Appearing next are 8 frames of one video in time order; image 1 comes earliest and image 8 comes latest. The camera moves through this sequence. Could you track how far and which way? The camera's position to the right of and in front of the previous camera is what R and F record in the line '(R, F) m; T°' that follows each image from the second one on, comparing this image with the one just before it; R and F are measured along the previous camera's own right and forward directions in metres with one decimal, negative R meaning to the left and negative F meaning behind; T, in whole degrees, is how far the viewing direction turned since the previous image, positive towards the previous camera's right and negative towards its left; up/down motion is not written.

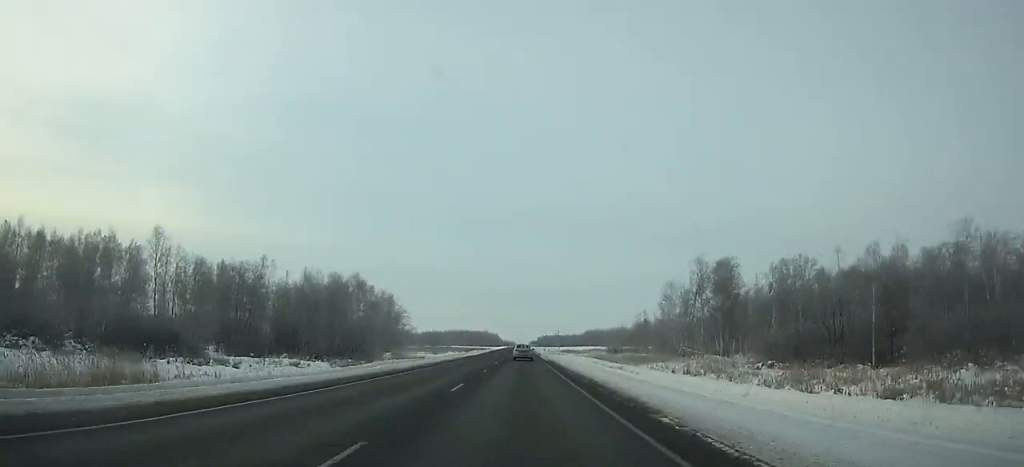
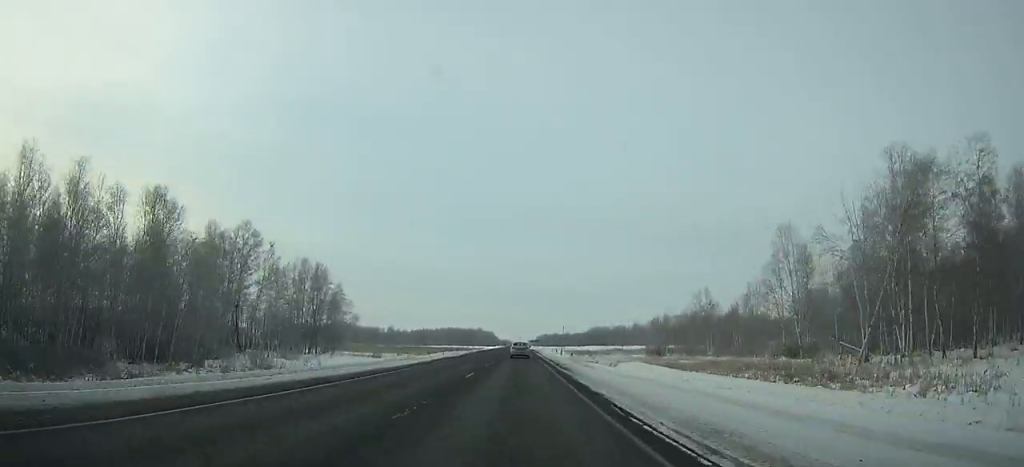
(0.0, +55.0) m; 0°
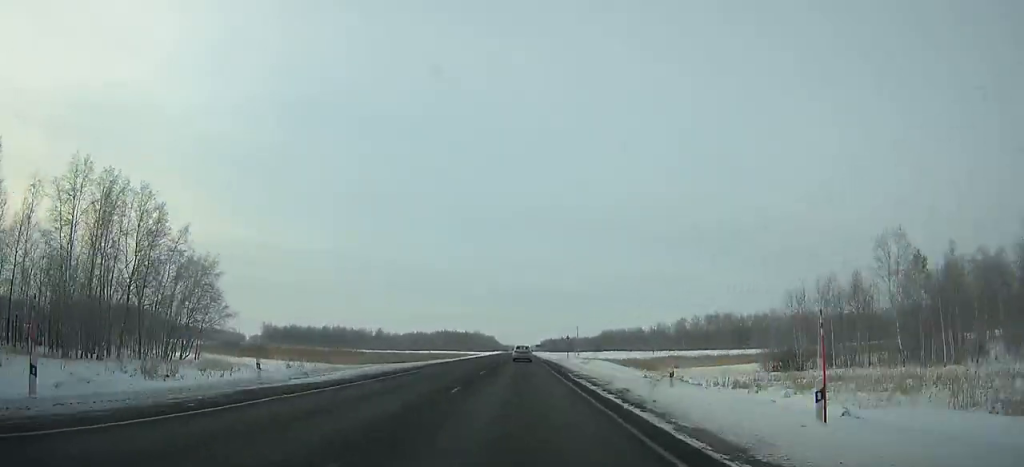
(0.0, +54.7) m; 0°
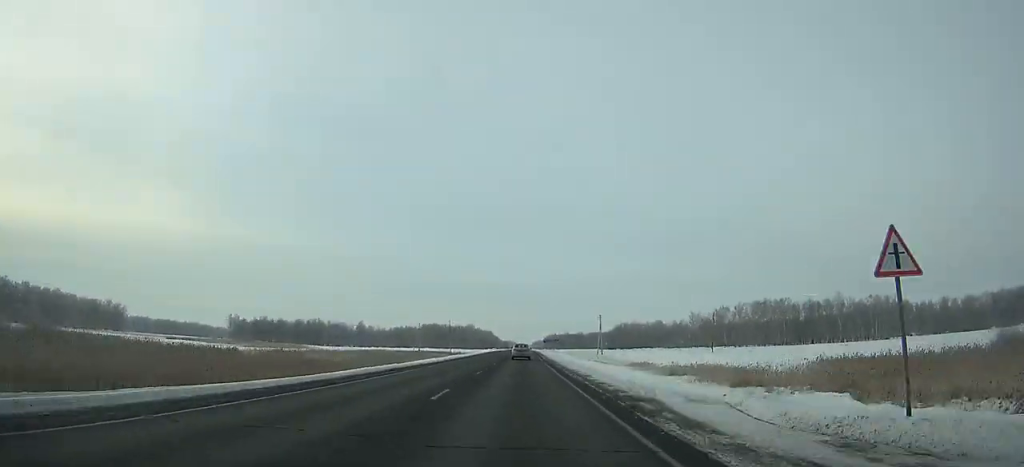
(0.0, +61.9) m; 0°
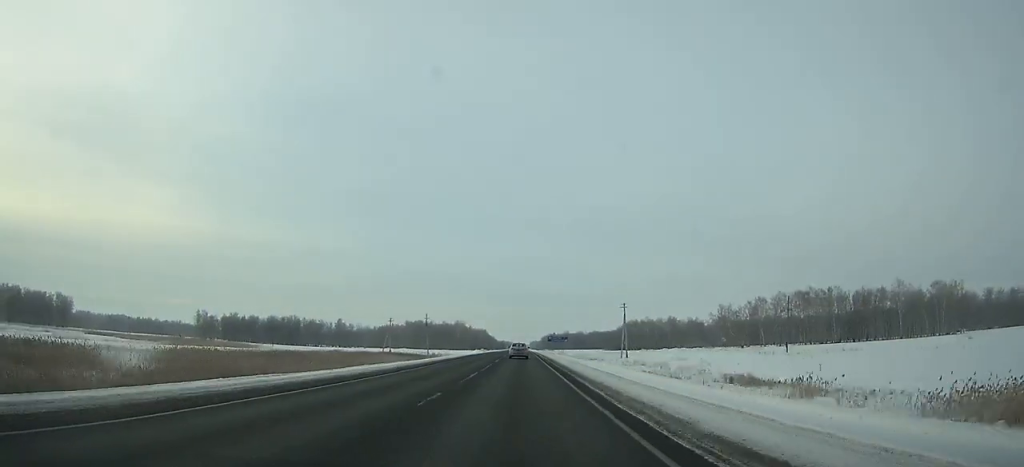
(0.0, +42.0) m; 0°
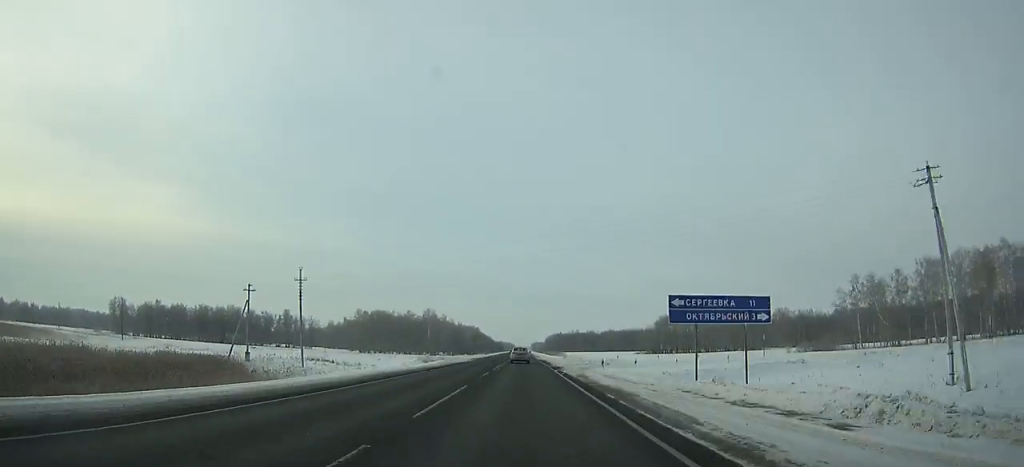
(-0.2, +91.5) m; 0°
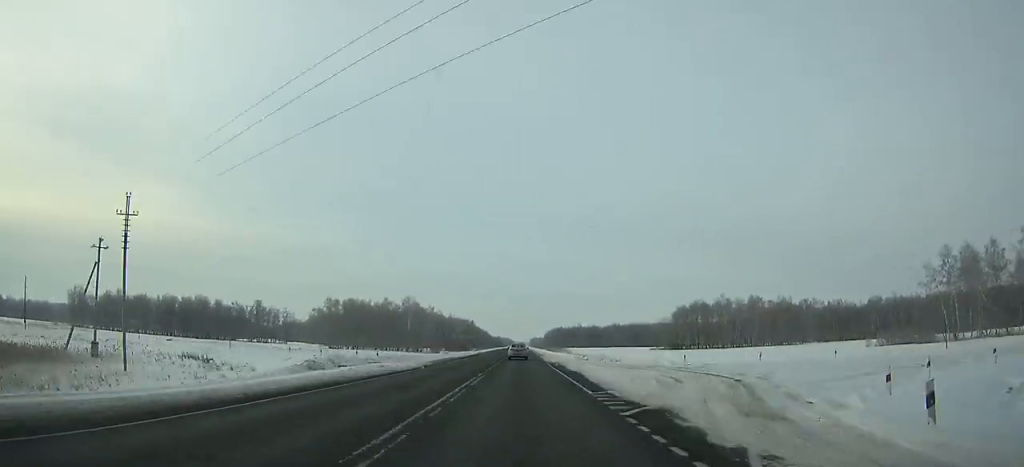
(0.0, +32.3) m; 0°
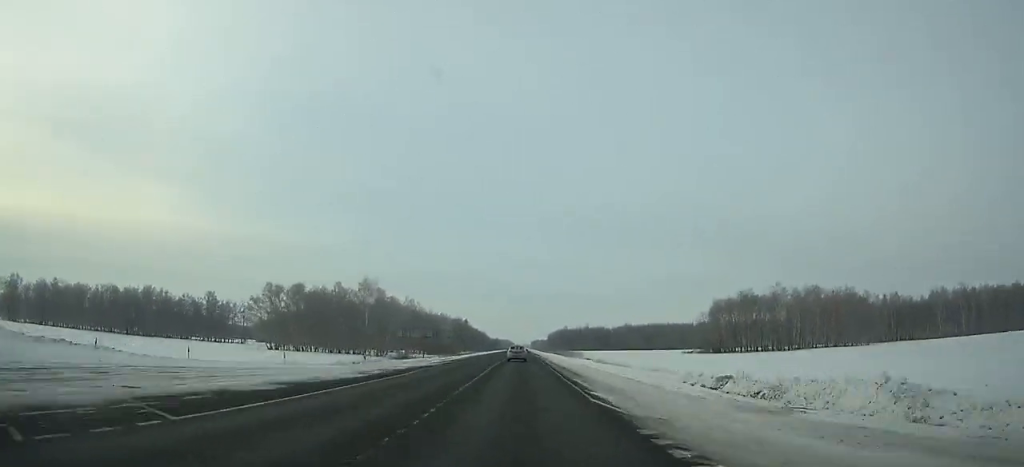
(0.0, +44.7) m; 0°
